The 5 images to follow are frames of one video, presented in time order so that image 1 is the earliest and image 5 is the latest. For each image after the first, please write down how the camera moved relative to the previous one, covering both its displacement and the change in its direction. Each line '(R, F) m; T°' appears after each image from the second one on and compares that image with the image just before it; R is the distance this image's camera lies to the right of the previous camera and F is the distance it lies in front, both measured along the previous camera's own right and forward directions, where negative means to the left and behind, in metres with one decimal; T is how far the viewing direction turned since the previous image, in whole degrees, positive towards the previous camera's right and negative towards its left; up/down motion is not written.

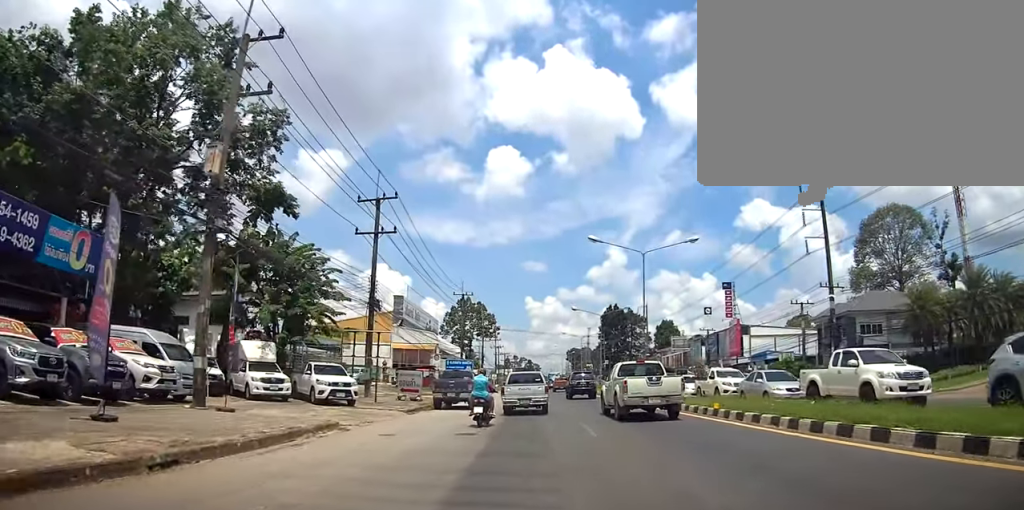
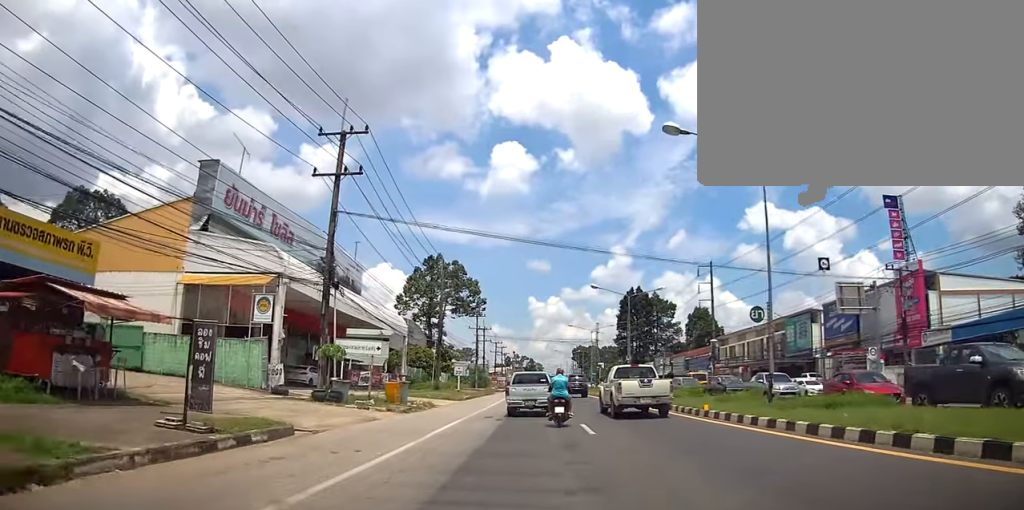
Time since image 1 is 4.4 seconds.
(-1.6, +48.3) m; -2°
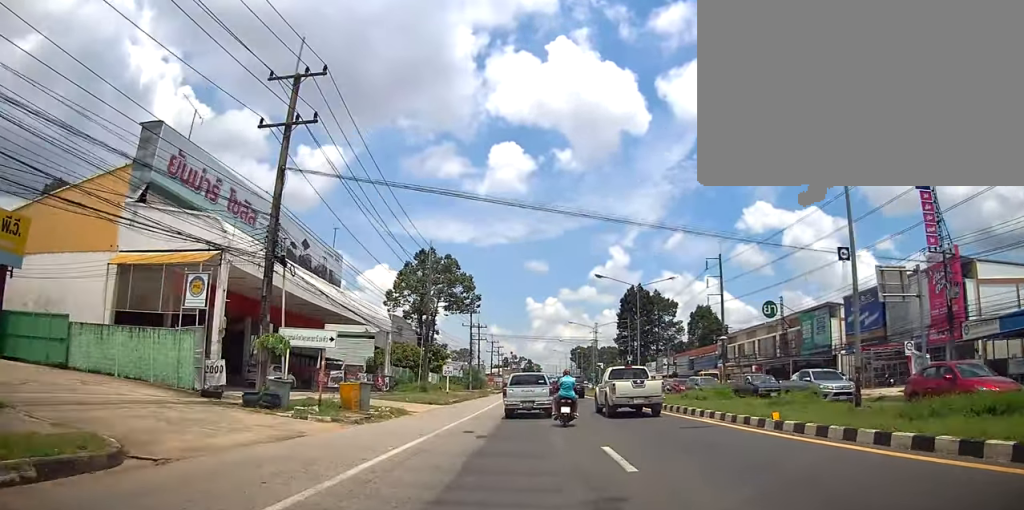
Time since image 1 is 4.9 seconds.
(0.0, +5.6) m; 0°
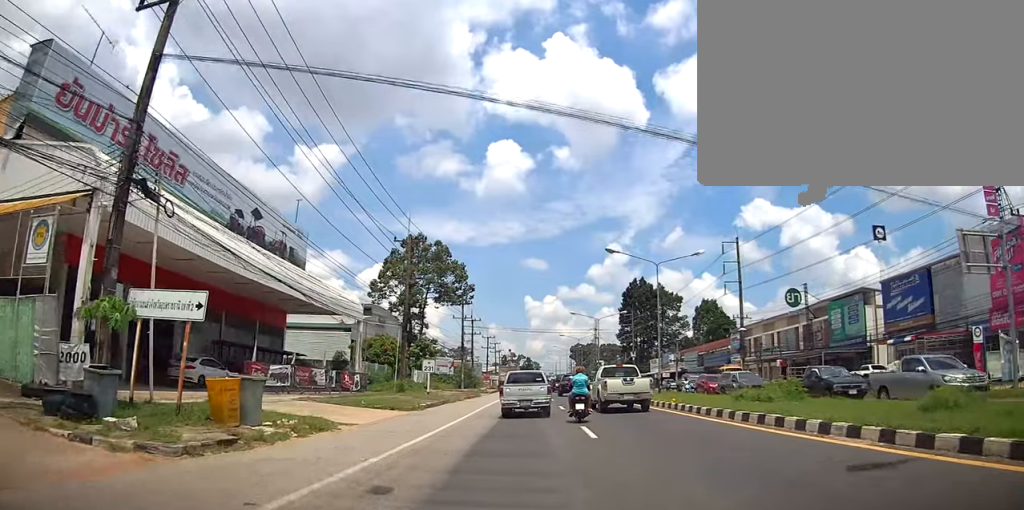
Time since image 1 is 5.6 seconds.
(0.0, +8.0) m; -1°
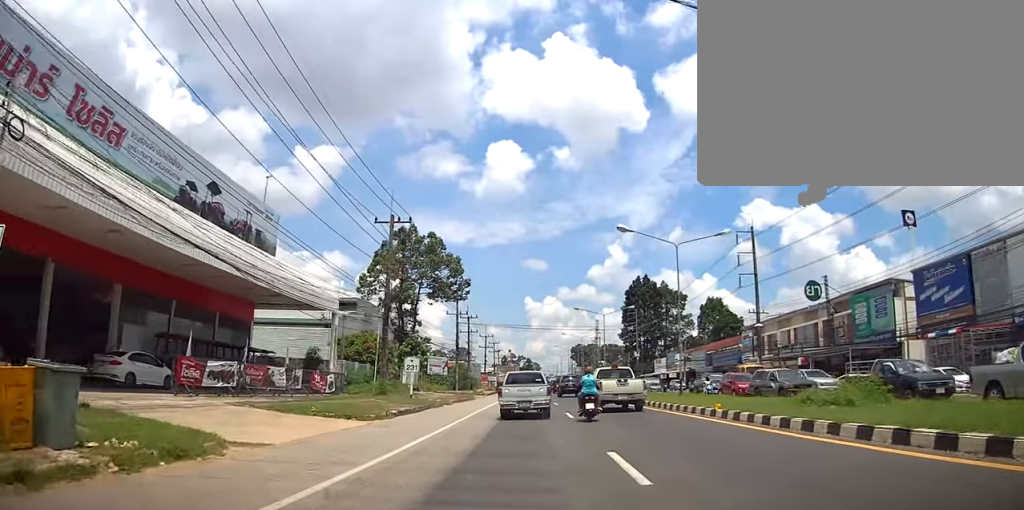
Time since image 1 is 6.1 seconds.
(-0.1, +5.4) m; +1°
